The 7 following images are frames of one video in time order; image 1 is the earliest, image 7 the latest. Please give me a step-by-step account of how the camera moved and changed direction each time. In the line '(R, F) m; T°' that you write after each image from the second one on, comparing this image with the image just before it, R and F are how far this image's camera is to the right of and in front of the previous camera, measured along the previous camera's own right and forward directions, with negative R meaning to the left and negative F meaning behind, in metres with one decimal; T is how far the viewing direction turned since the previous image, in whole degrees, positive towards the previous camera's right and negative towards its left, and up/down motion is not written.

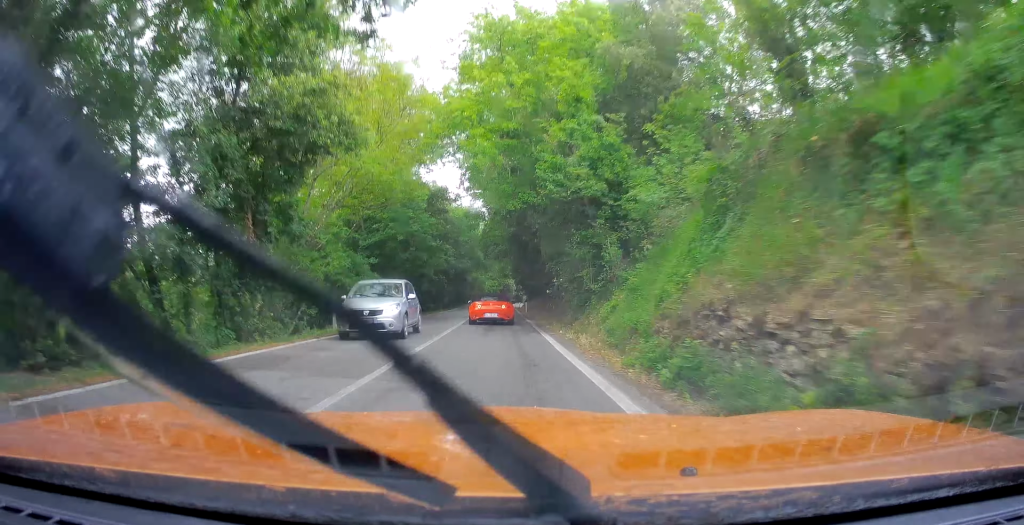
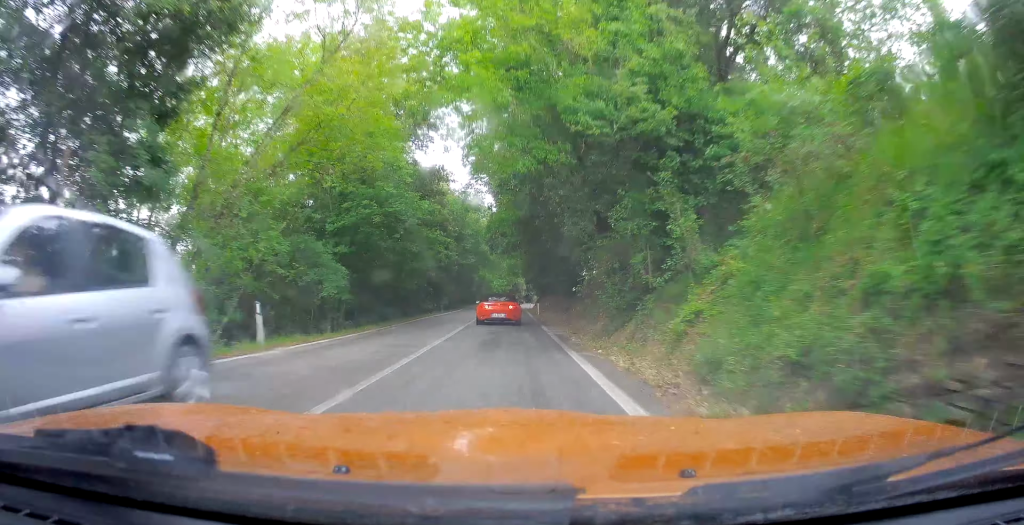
(0.0, +6.2) m; -2°
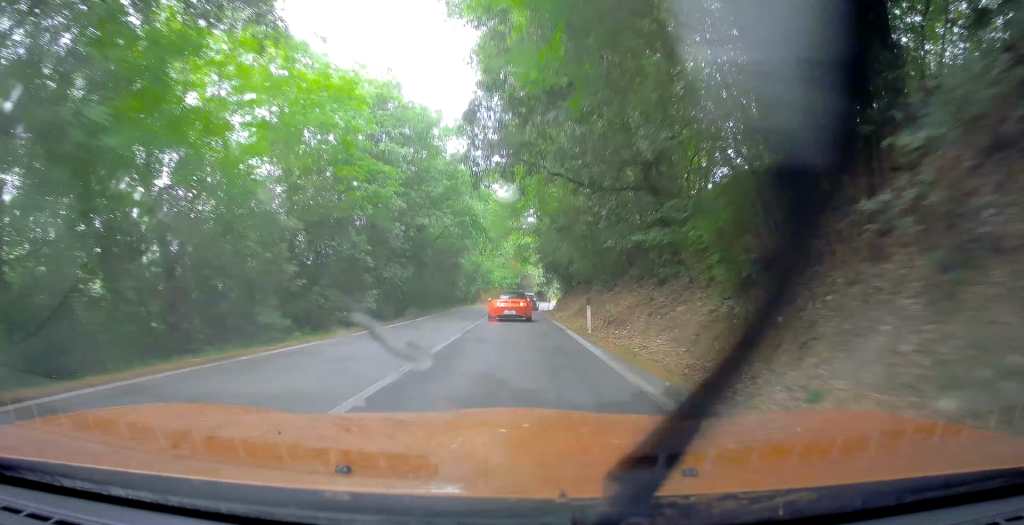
(0.0, +25.6) m; 0°
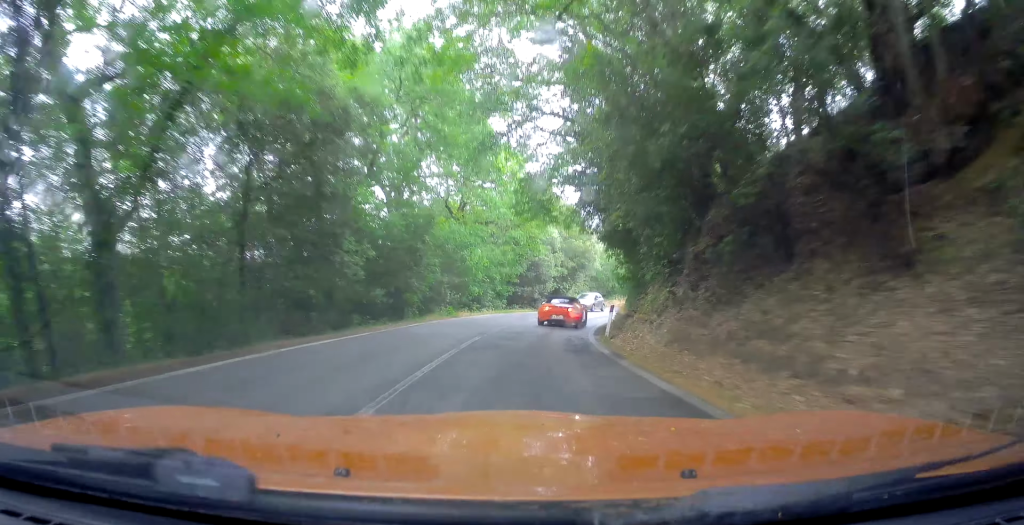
(-0.8, +28.7) m; +2°
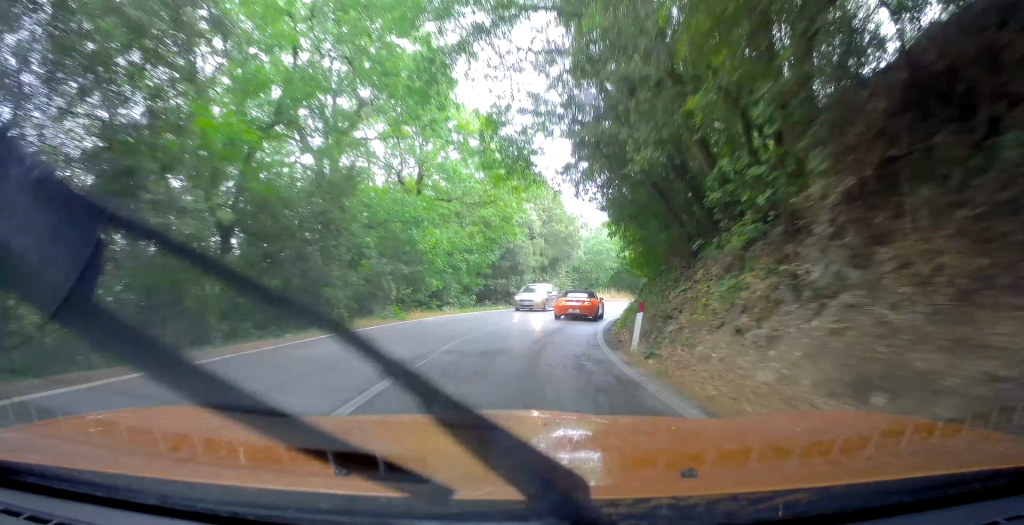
(+0.2, +7.2) m; +3°
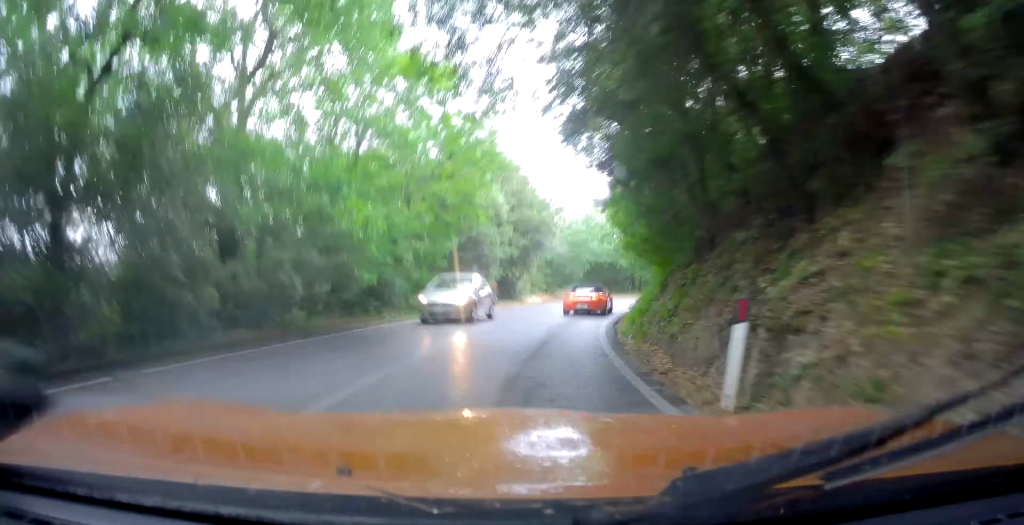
(+0.2, +6.2) m; +4°
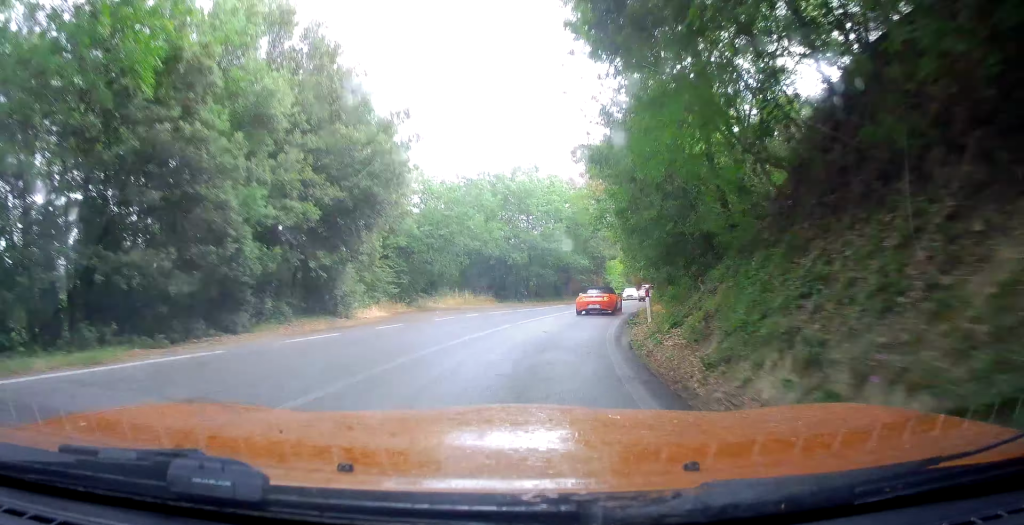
(+2.0, +20.2) m; +11°
